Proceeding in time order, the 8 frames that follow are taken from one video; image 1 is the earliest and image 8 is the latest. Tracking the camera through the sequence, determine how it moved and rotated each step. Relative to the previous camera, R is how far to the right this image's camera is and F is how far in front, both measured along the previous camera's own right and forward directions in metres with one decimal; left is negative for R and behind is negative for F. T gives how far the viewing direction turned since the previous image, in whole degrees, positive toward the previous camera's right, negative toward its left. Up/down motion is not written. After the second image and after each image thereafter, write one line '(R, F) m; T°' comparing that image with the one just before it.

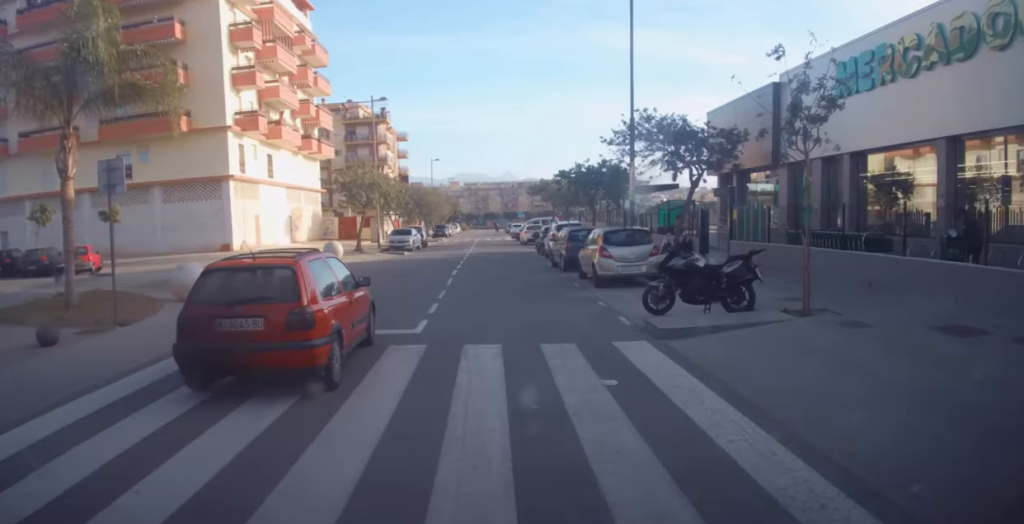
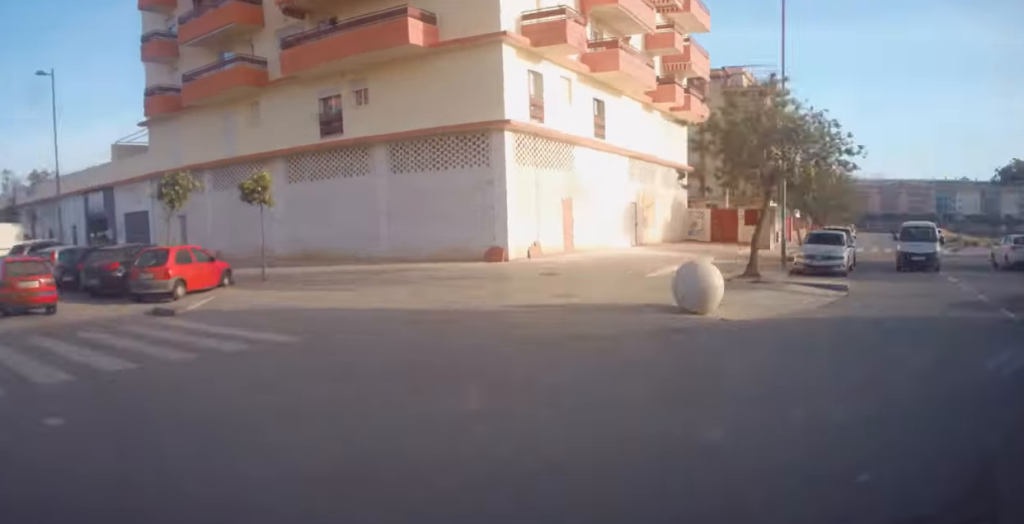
(-0.5, +23.5) m; -24°
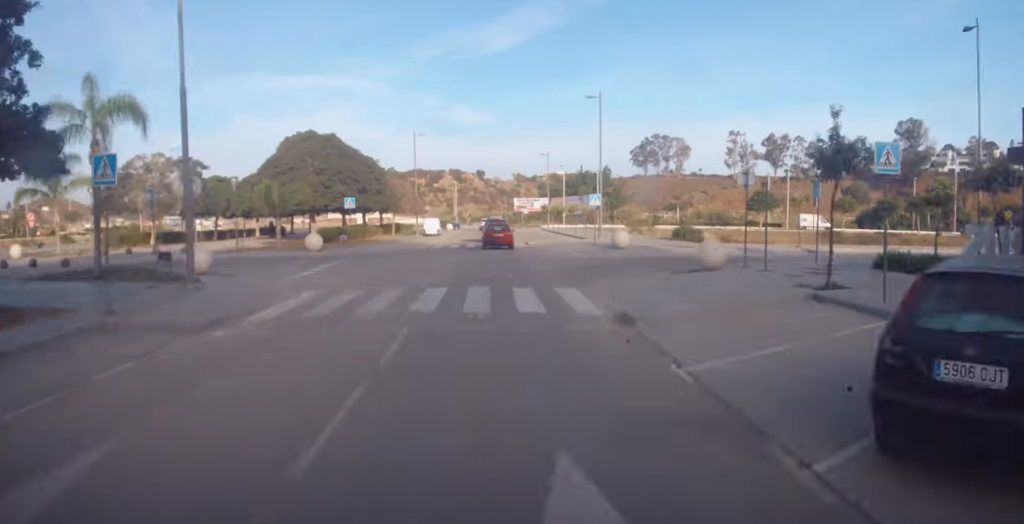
(-24.9, +63.8) m; -21°
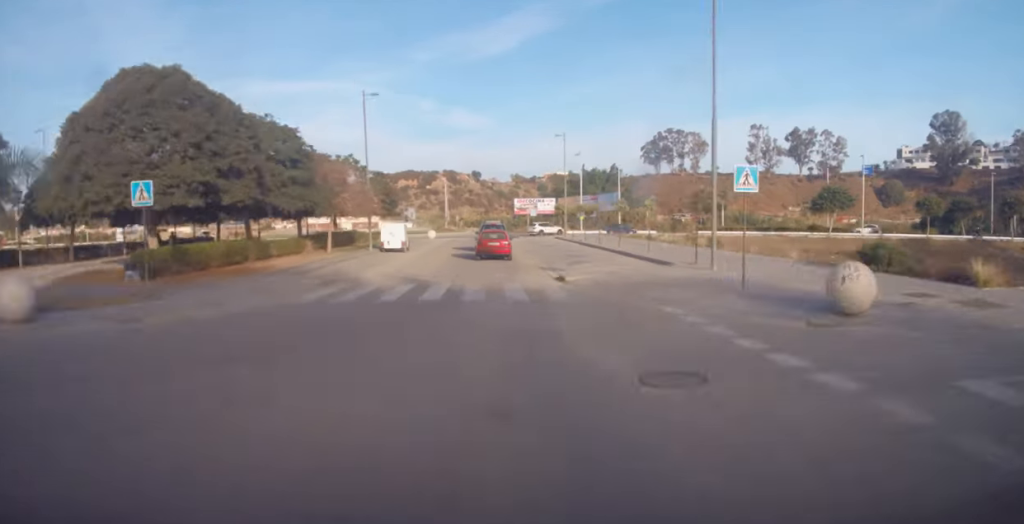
(+0.1, +18.7) m; 0°
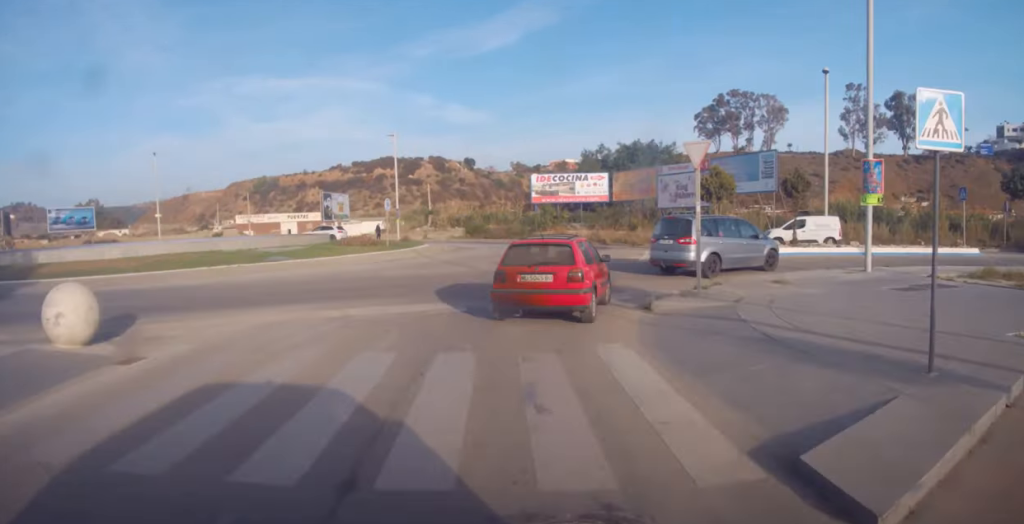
(+3.8, +49.7) m; +31°
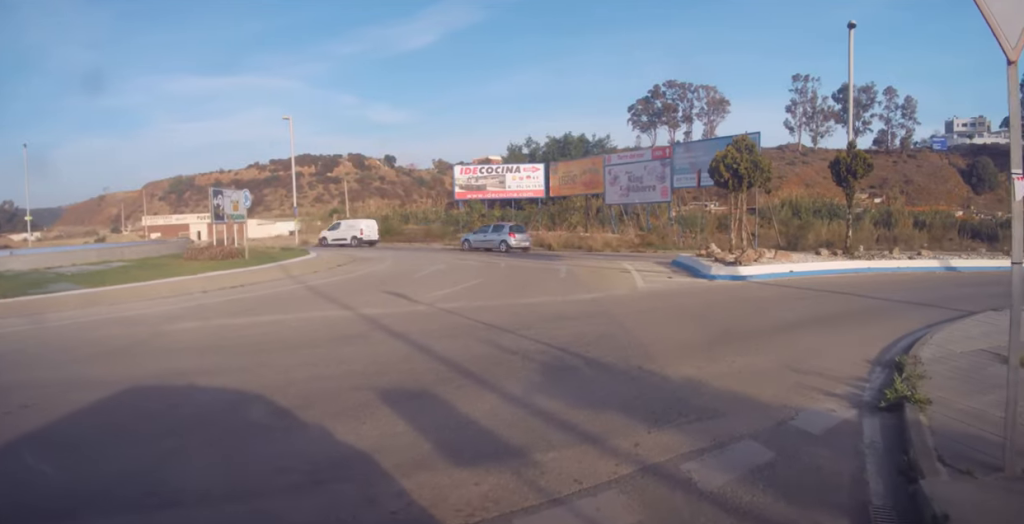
(-1.1, +17.2) m; +35°
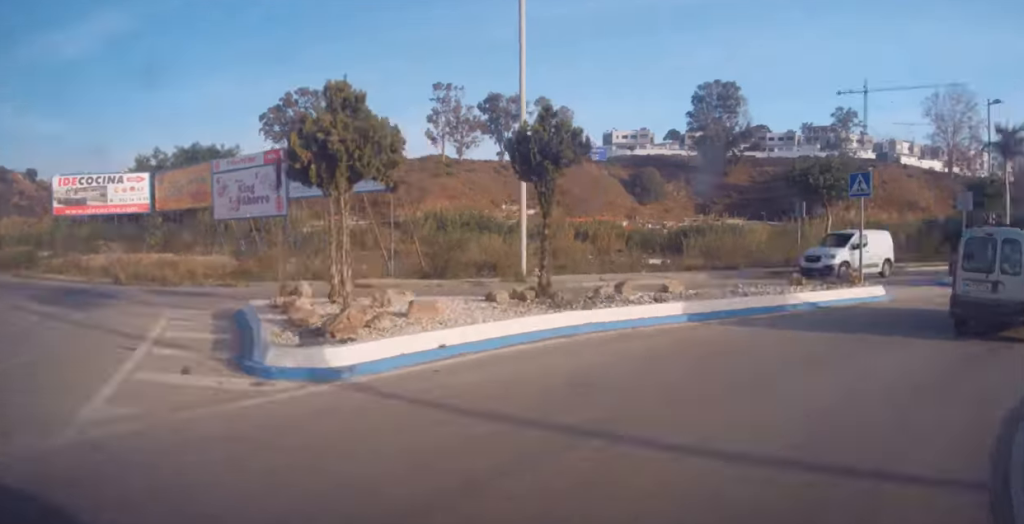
(+15.8, +31.1) m; +30°
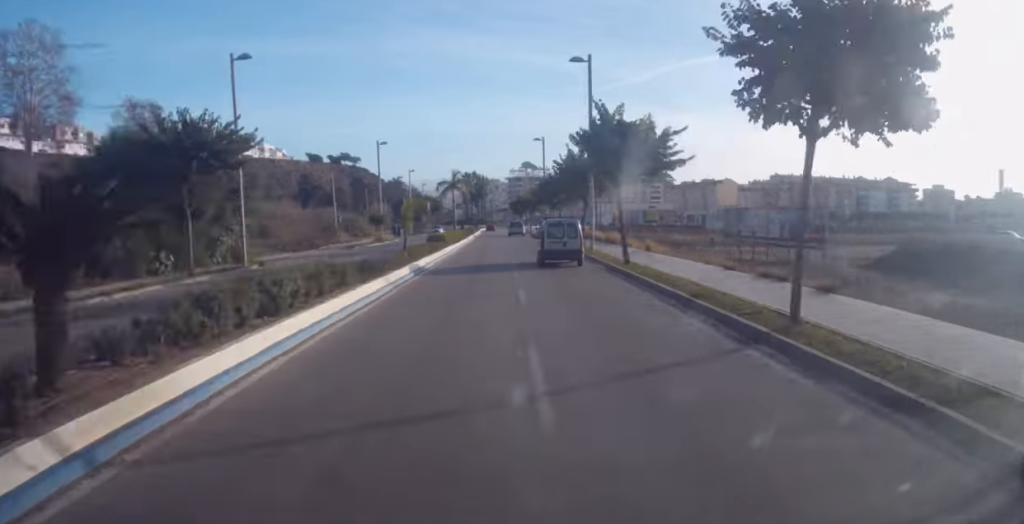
(+5.6, +60.0) m; +5°
